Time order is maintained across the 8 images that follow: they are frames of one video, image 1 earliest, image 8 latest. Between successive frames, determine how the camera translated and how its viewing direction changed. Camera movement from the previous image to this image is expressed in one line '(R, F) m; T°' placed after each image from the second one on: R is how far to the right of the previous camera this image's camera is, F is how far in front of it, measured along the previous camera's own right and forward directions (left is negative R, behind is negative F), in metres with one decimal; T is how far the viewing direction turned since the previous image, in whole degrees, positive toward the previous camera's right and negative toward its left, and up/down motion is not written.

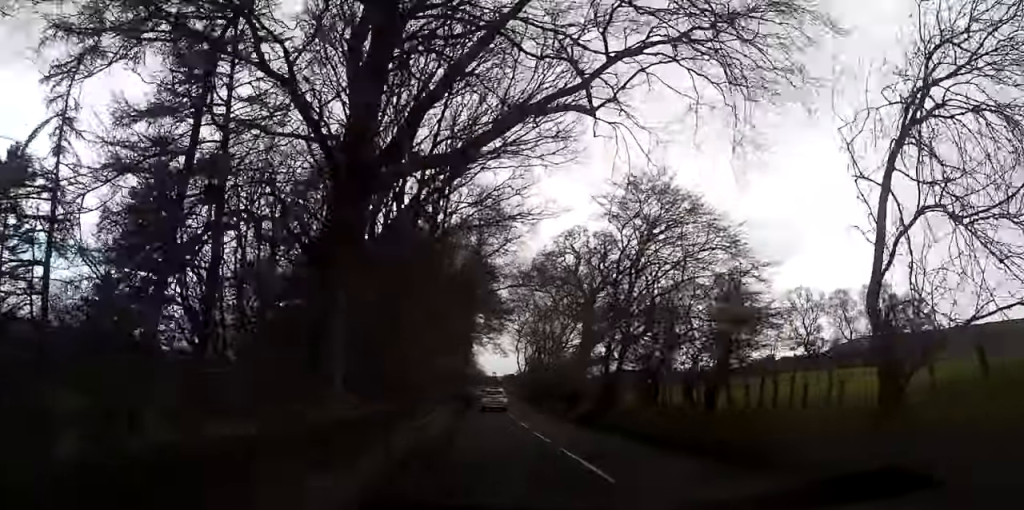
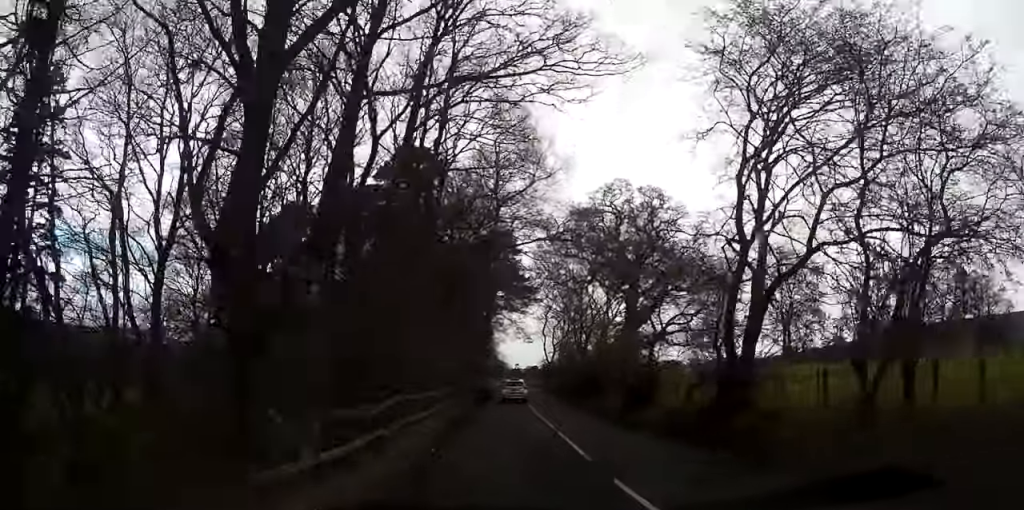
(-0.1, +14.2) m; -2°
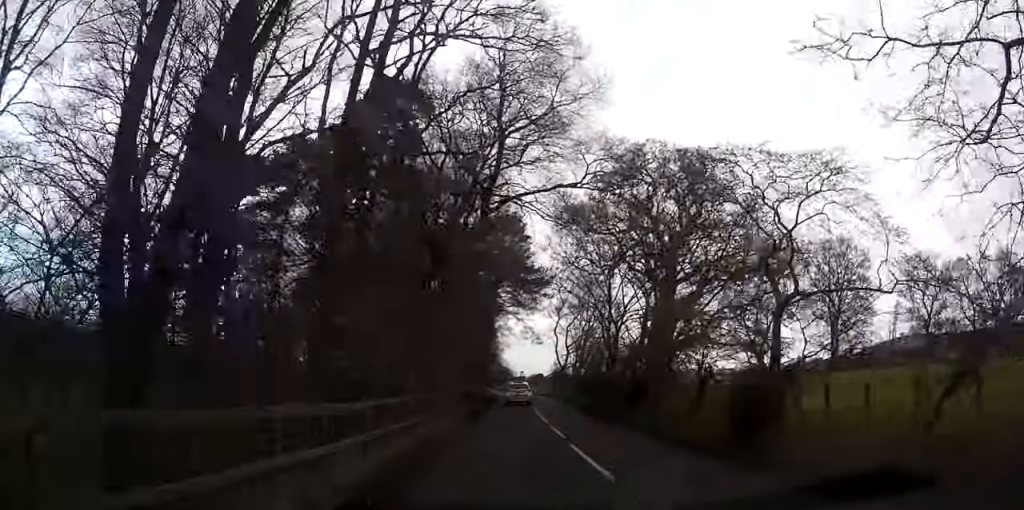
(-0.4, +12.0) m; -1°
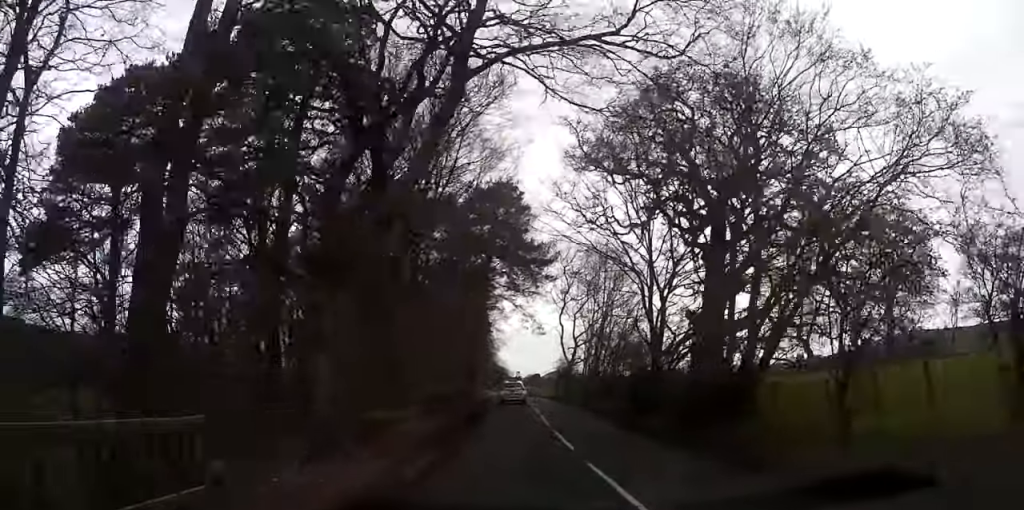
(-0.1, +12.7) m; 0°
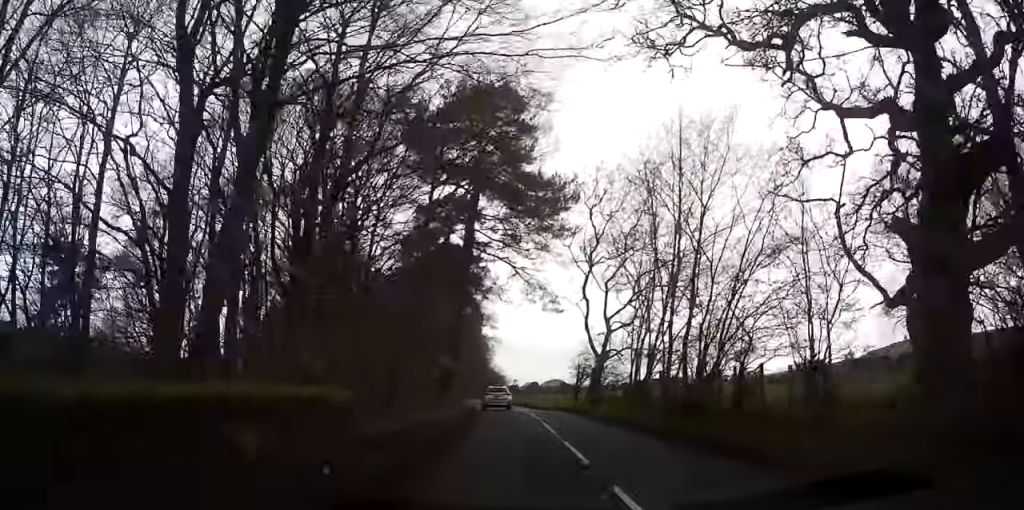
(+0.1, +21.5) m; 0°
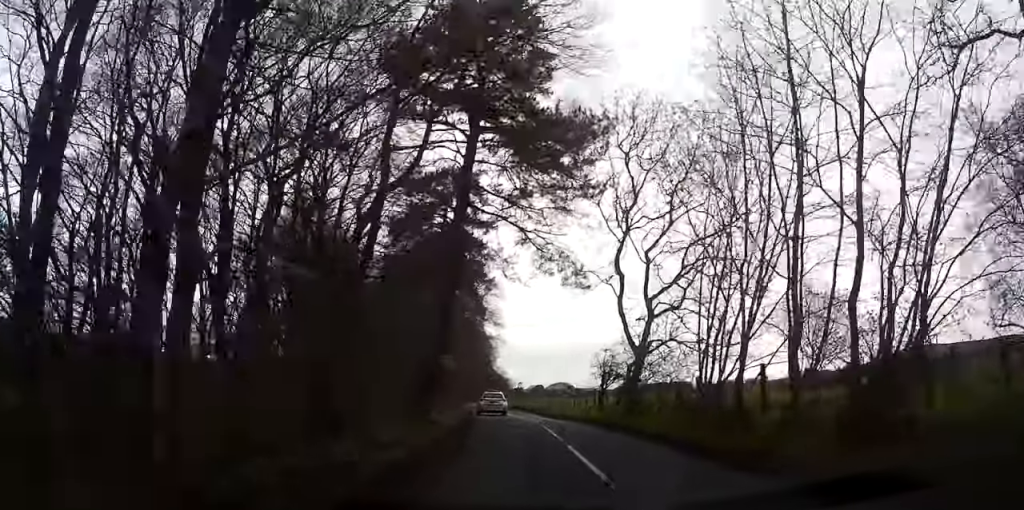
(+0.1, +10.5) m; 0°
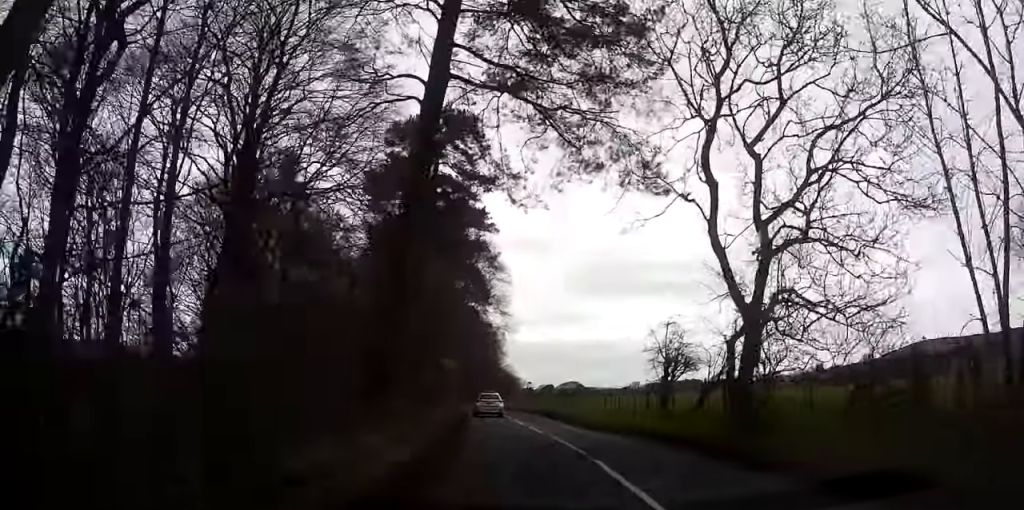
(0.0, +13.1) m; -1°
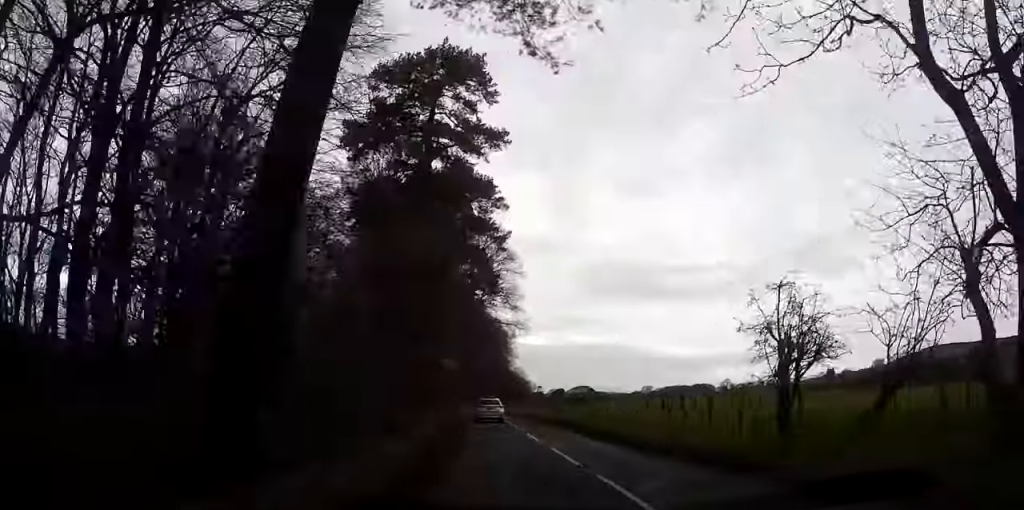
(0.0, +9.8) m; -1°
